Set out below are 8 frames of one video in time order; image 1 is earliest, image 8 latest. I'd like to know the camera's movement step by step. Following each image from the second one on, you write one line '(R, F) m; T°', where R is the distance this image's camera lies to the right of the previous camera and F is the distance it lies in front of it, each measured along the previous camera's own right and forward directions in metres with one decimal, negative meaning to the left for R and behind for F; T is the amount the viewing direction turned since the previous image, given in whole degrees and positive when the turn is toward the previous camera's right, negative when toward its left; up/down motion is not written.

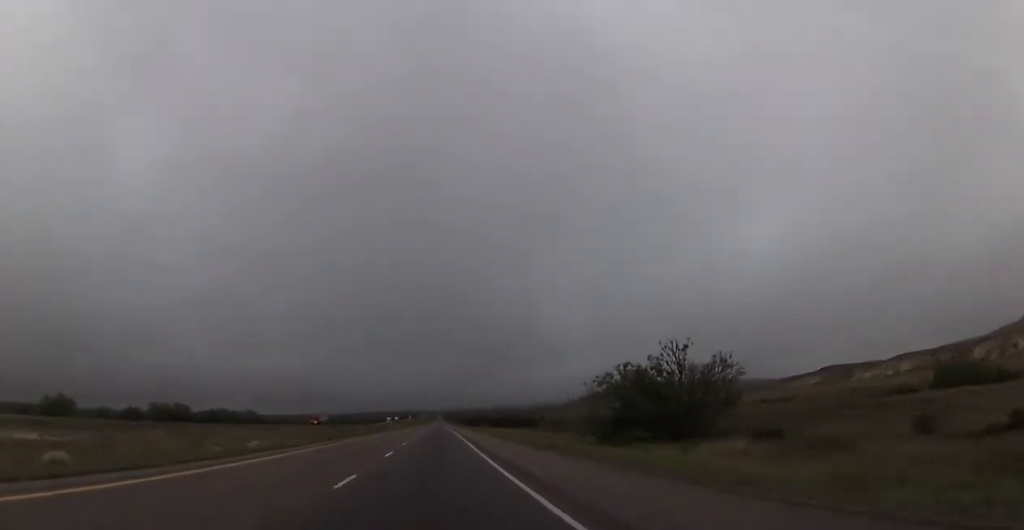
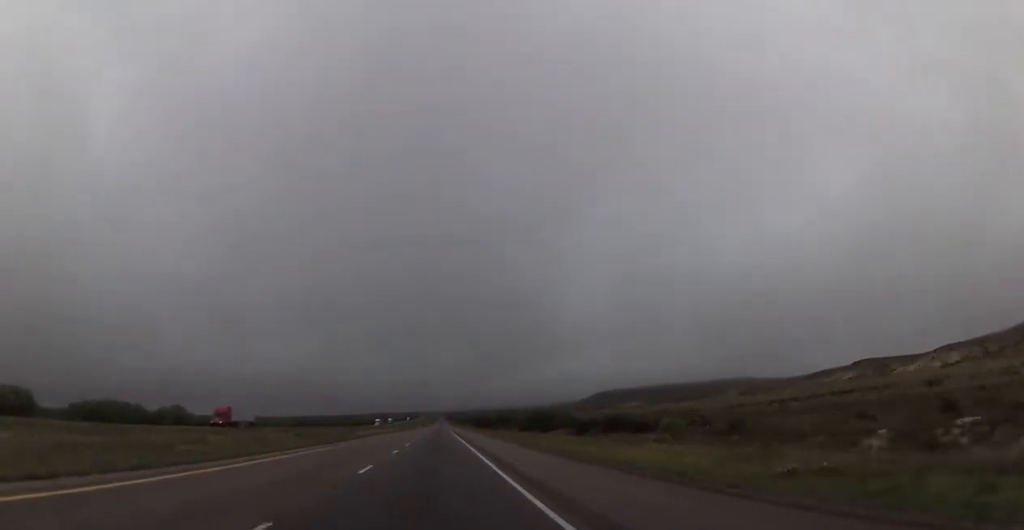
(+0.7, +56.4) m; 0°
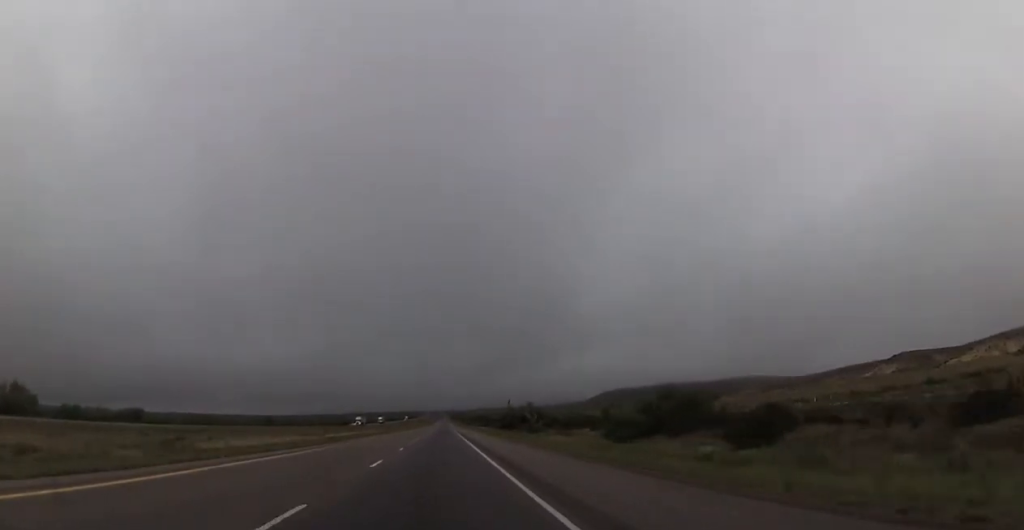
(-0.7, +59.0) m; 0°
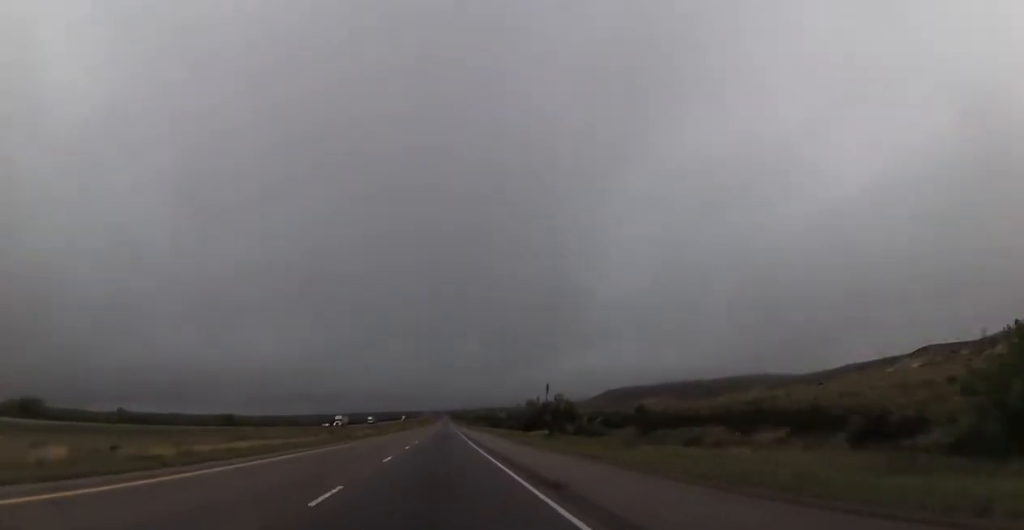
(+0.4, +33.4) m; 0°
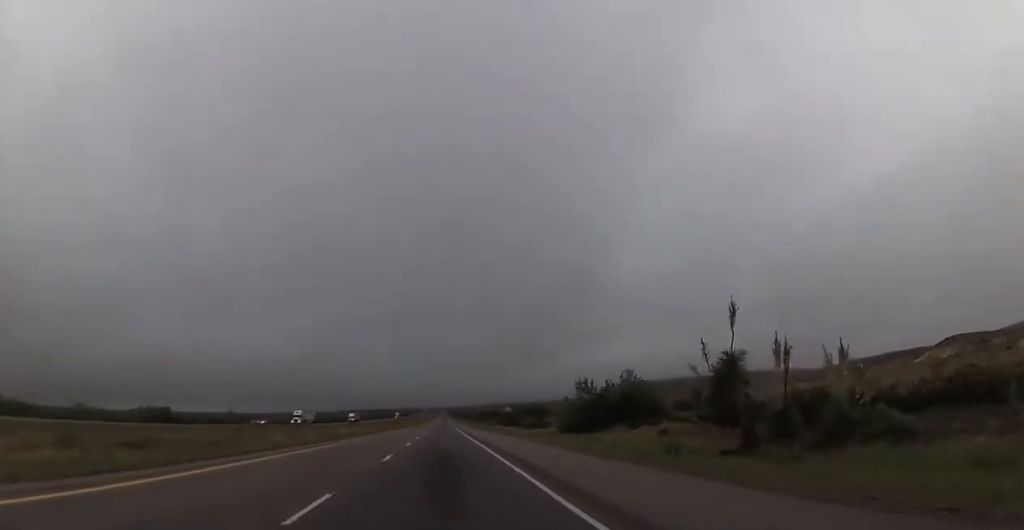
(-0.4, +38.5) m; 0°
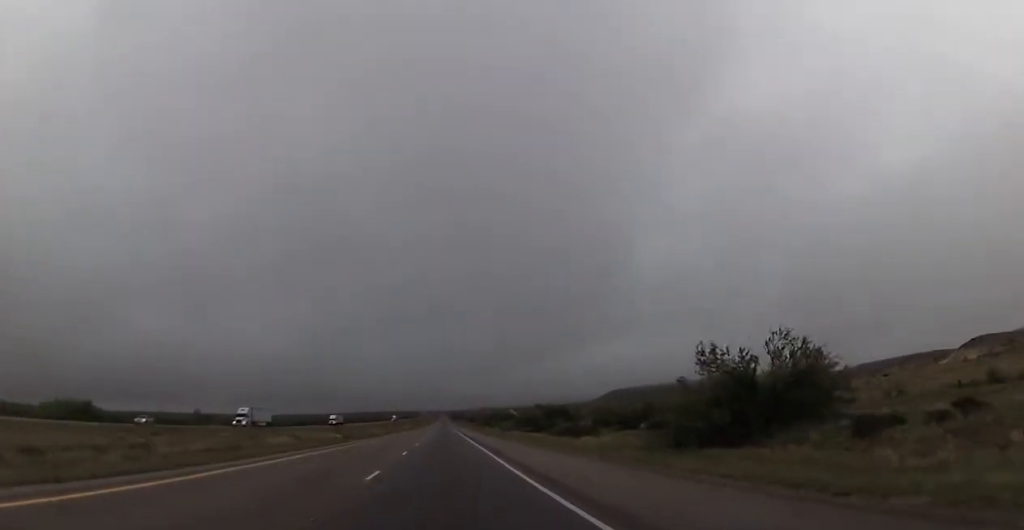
(+0.2, +29.5) m; 0°
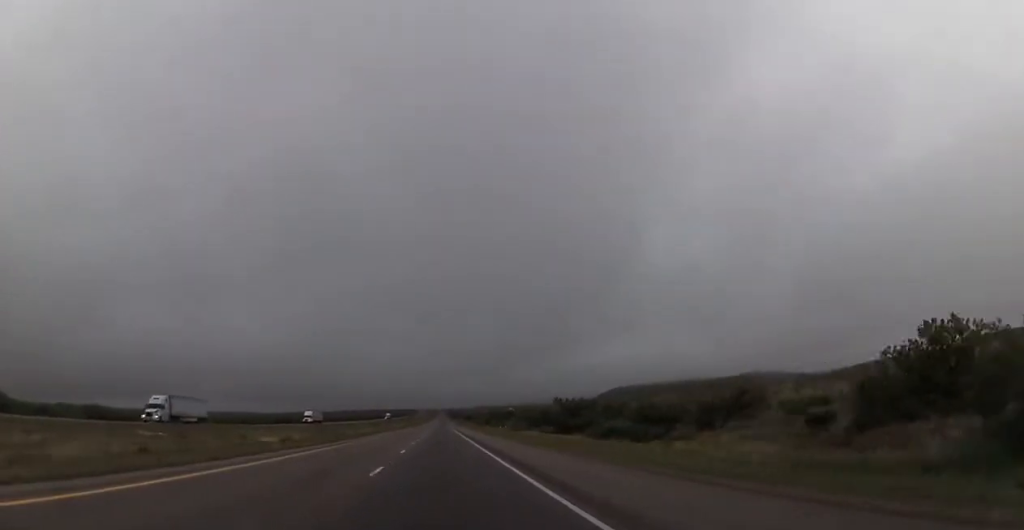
(+0.1, +23.1) m; 0°
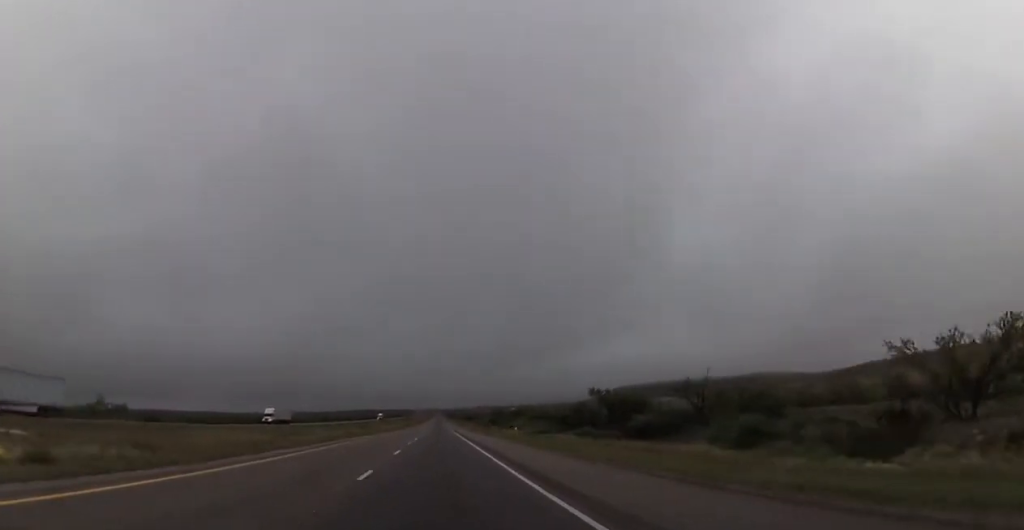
(-0.4, +25.7) m; 0°
